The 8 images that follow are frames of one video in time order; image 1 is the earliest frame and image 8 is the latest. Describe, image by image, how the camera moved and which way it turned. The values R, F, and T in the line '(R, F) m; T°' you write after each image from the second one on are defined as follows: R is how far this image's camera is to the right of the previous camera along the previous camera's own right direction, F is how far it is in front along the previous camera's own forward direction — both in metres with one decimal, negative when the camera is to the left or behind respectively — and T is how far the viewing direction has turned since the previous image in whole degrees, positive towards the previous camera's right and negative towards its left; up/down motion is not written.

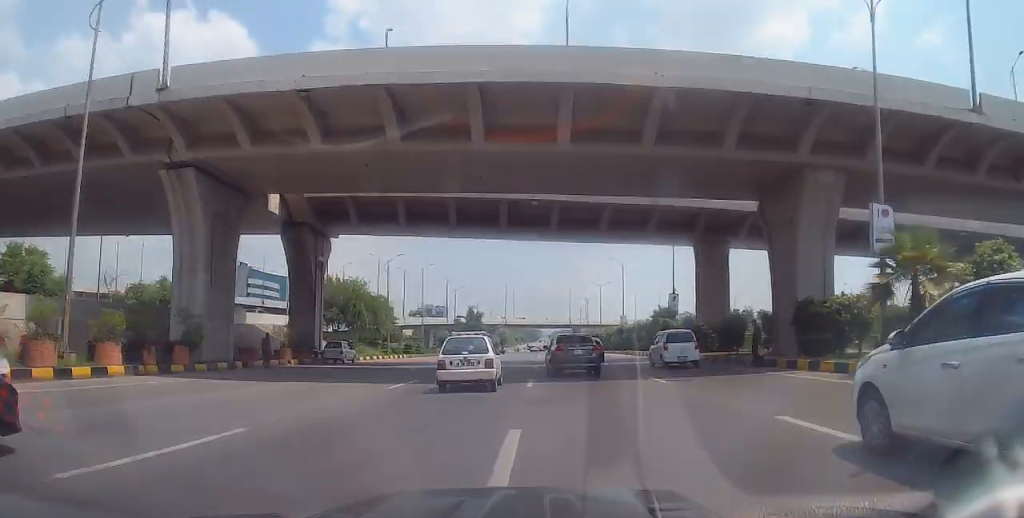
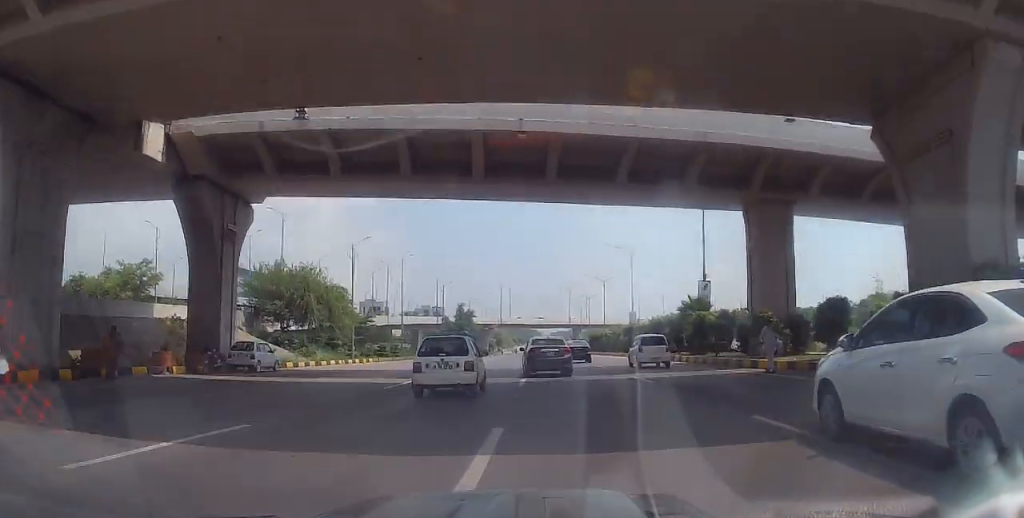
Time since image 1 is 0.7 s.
(0.0, +11.9) m; 0°
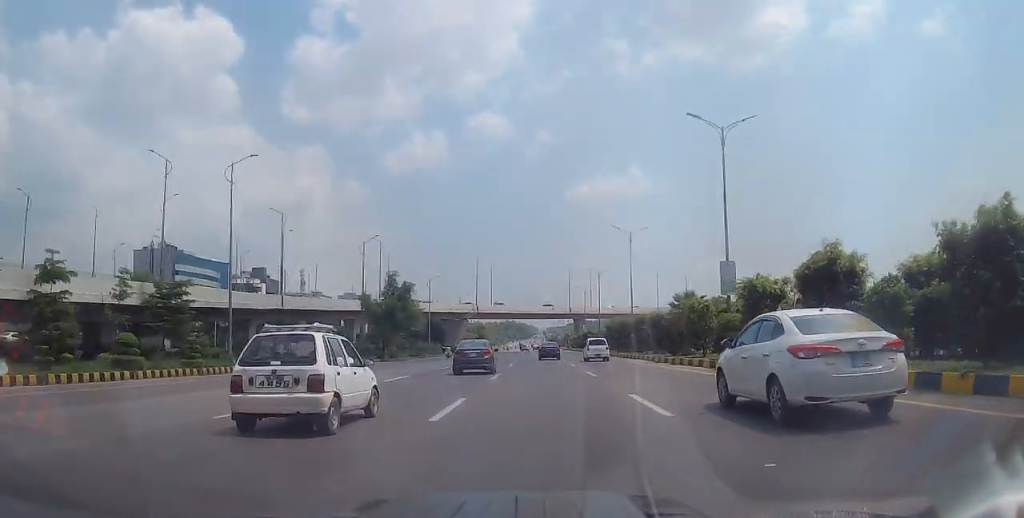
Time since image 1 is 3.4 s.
(-1.8, +44.9) m; -1°
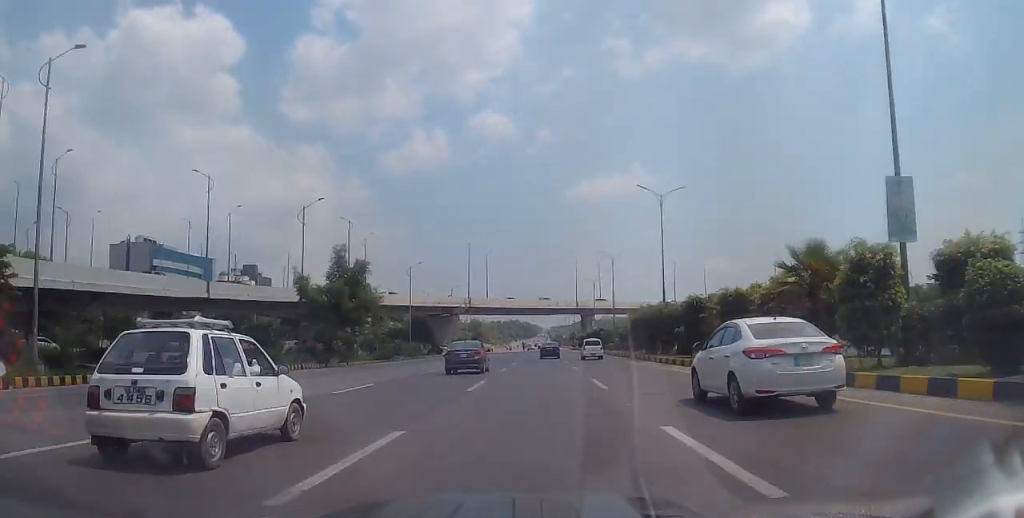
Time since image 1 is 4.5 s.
(+0.3, +17.6) m; +1°
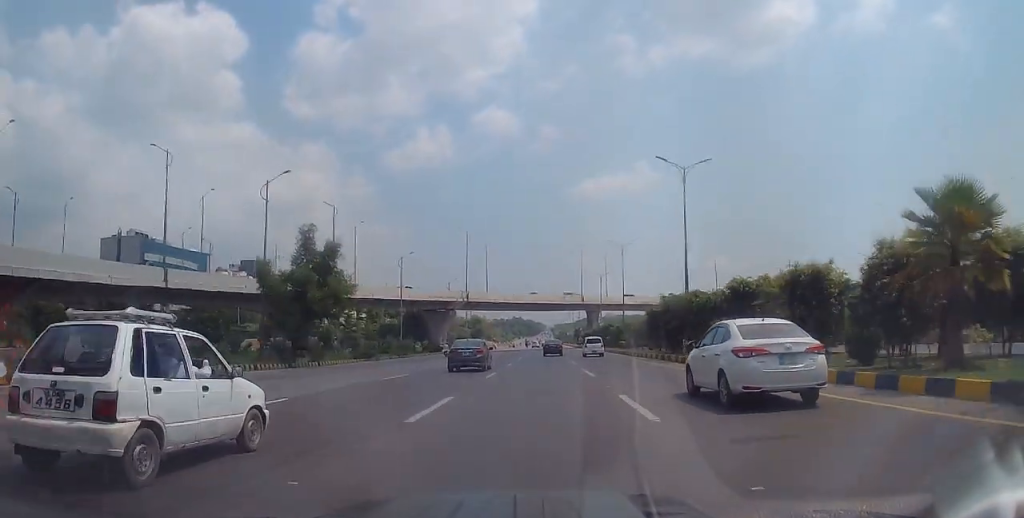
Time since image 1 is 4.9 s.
(0.0, +7.6) m; 0°
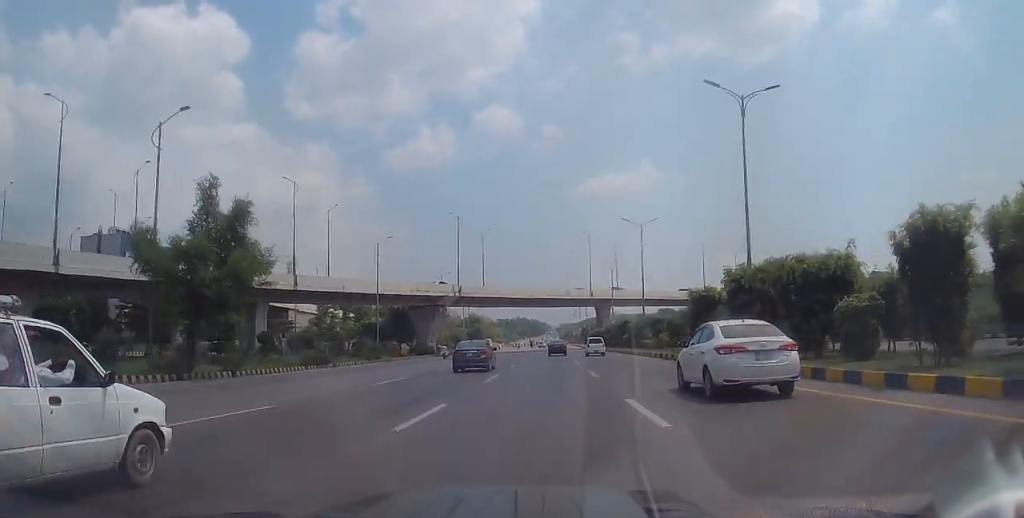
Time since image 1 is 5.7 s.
(0.0, +13.5) m; 0°
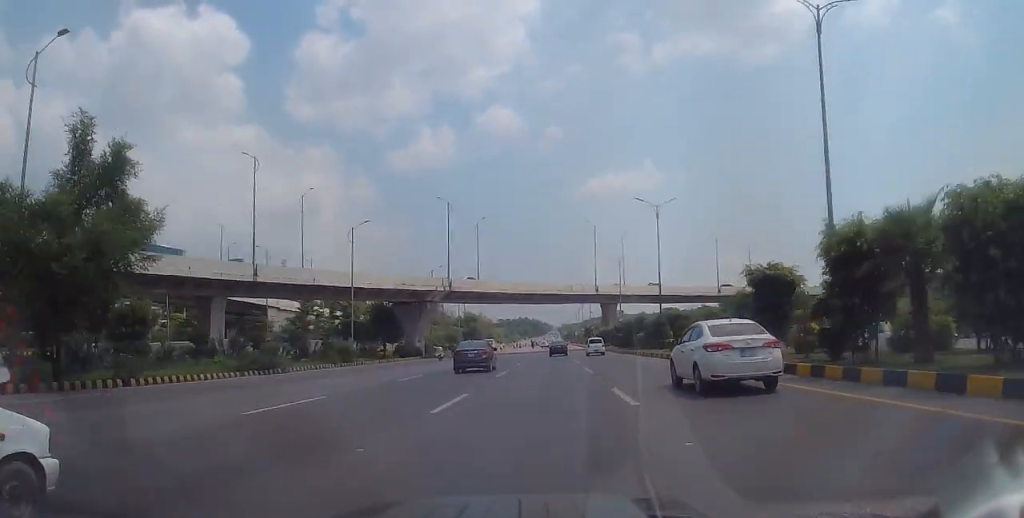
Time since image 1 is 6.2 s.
(-0.1, +9.5) m; 0°
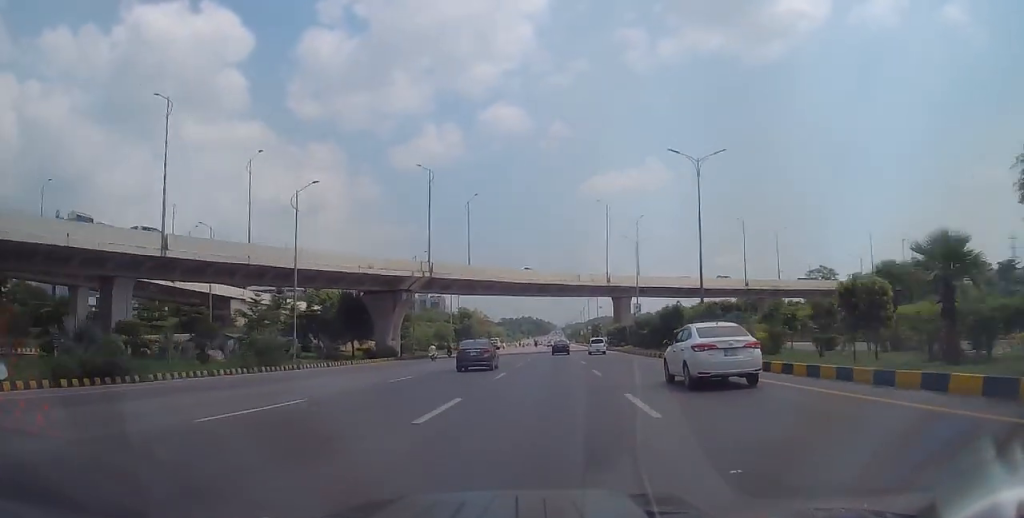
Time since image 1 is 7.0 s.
(+0.1, +14.9) m; 0°
